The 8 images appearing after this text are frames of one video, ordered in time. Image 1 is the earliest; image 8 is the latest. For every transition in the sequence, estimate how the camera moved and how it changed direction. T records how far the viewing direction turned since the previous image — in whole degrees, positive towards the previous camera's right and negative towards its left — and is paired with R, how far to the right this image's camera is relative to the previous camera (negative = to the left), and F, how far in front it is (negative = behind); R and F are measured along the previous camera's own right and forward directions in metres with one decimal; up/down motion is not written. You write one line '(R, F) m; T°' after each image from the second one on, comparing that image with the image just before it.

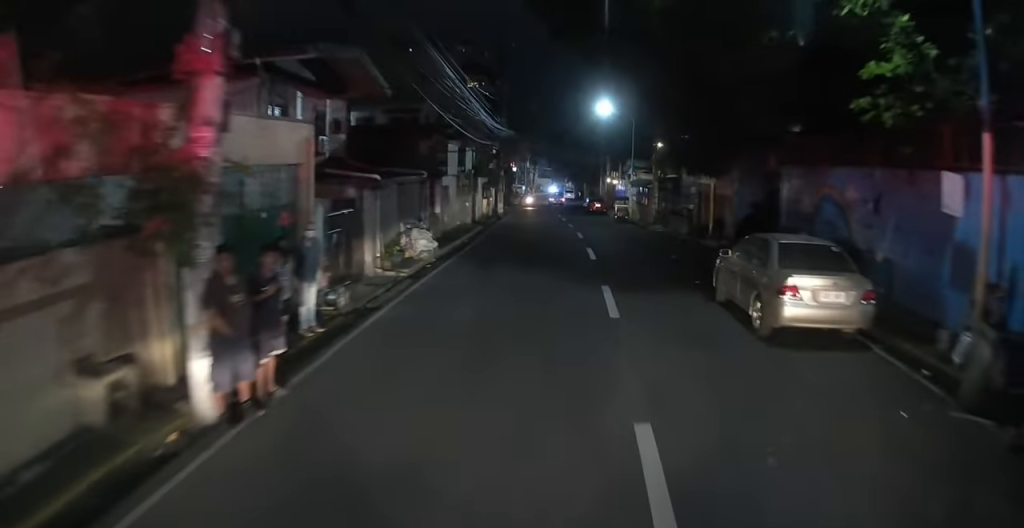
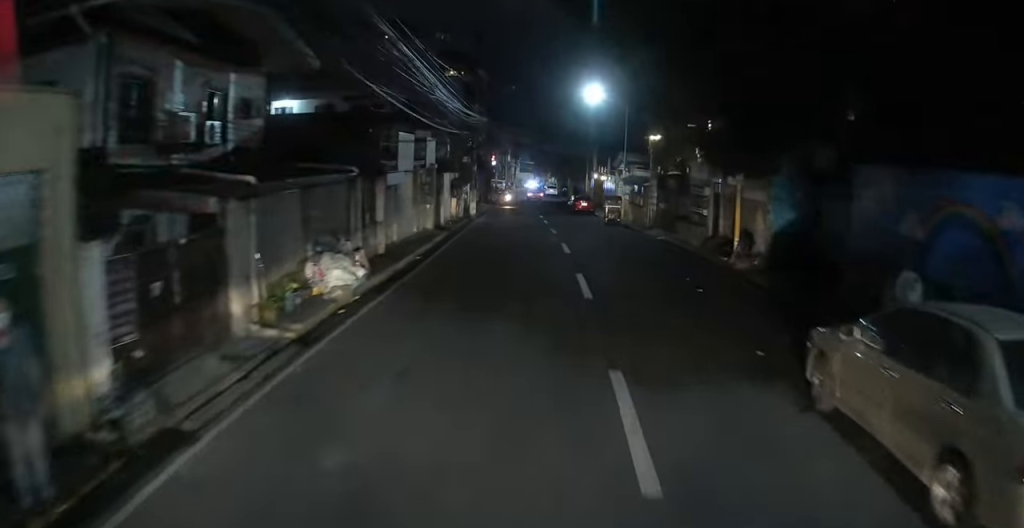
(+0.2, +6.5) m; +2°
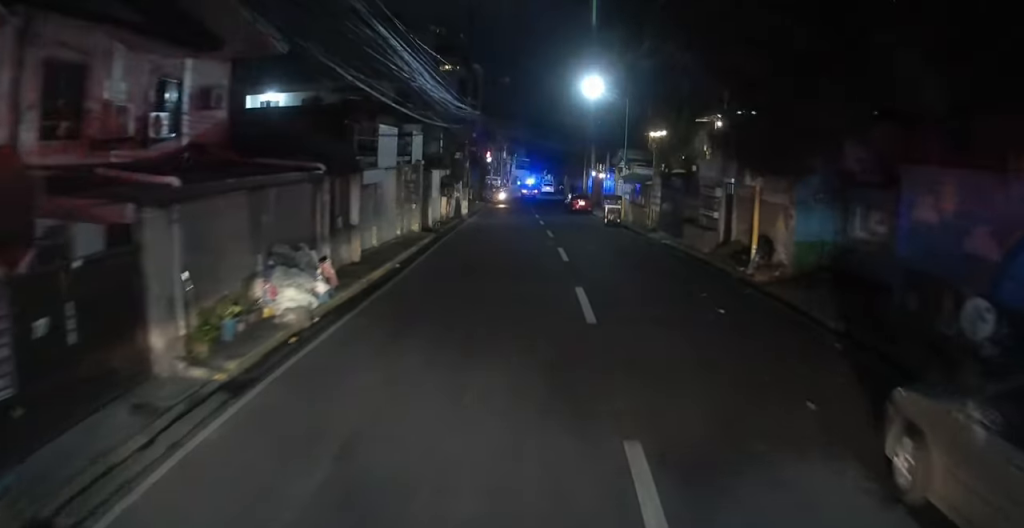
(0.0, +2.5) m; 0°
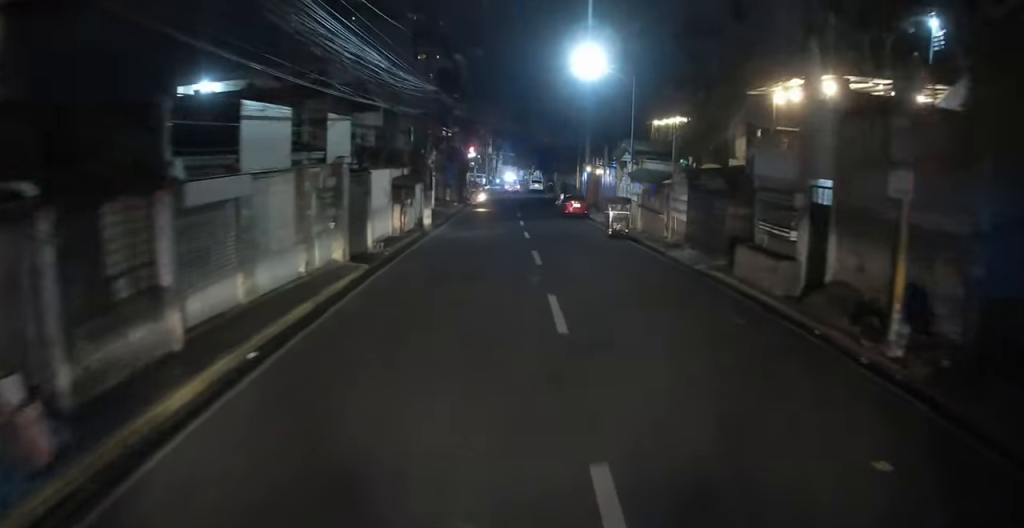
(0.0, +9.0) m; +1°
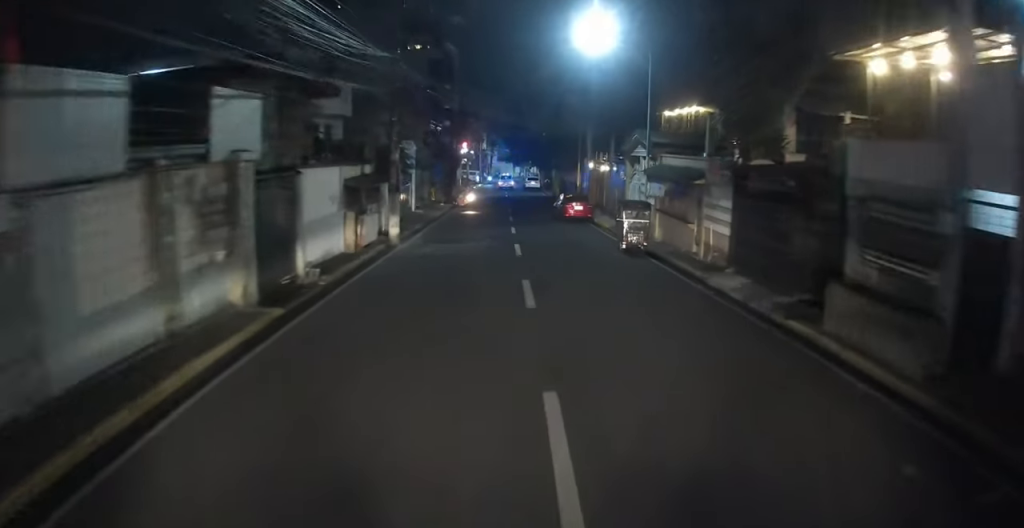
(+0.1, +5.9) m; 0°
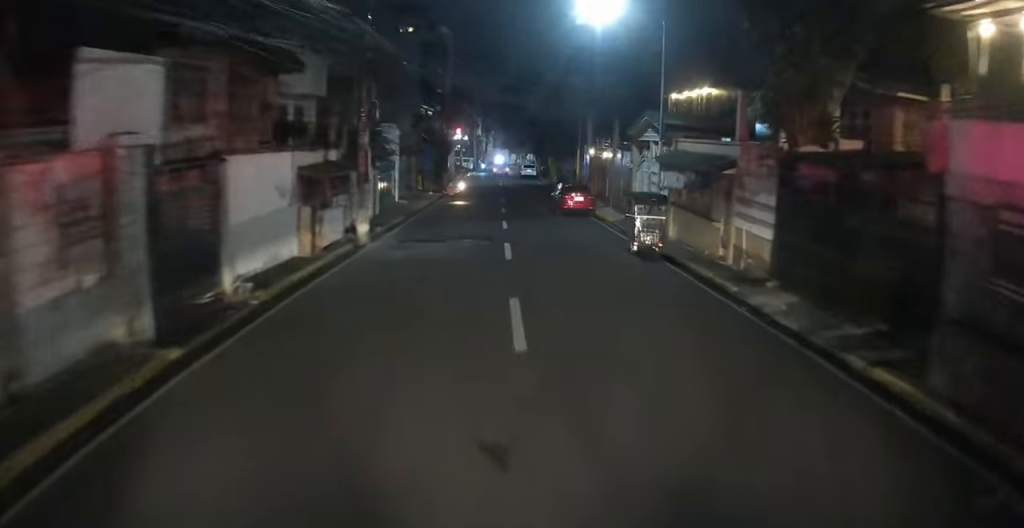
(+0.2, +3.8) m; -1°
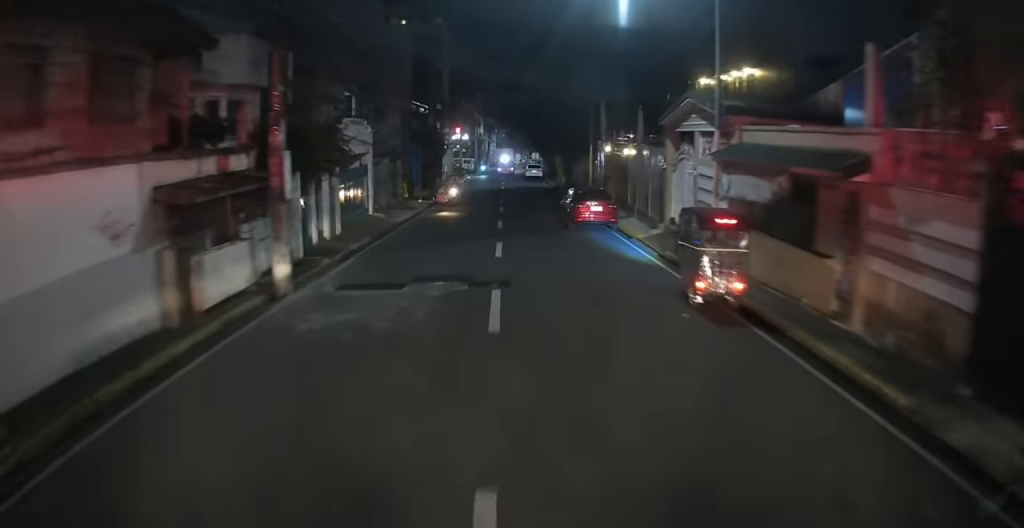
(-0.4, +6.9) m; -3°
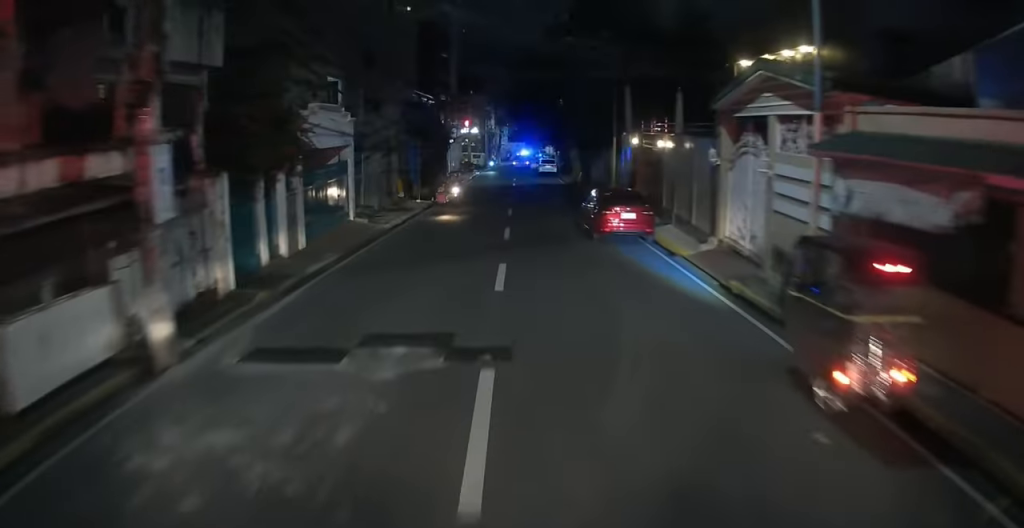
(-0.1, +5.2) m; -2°
